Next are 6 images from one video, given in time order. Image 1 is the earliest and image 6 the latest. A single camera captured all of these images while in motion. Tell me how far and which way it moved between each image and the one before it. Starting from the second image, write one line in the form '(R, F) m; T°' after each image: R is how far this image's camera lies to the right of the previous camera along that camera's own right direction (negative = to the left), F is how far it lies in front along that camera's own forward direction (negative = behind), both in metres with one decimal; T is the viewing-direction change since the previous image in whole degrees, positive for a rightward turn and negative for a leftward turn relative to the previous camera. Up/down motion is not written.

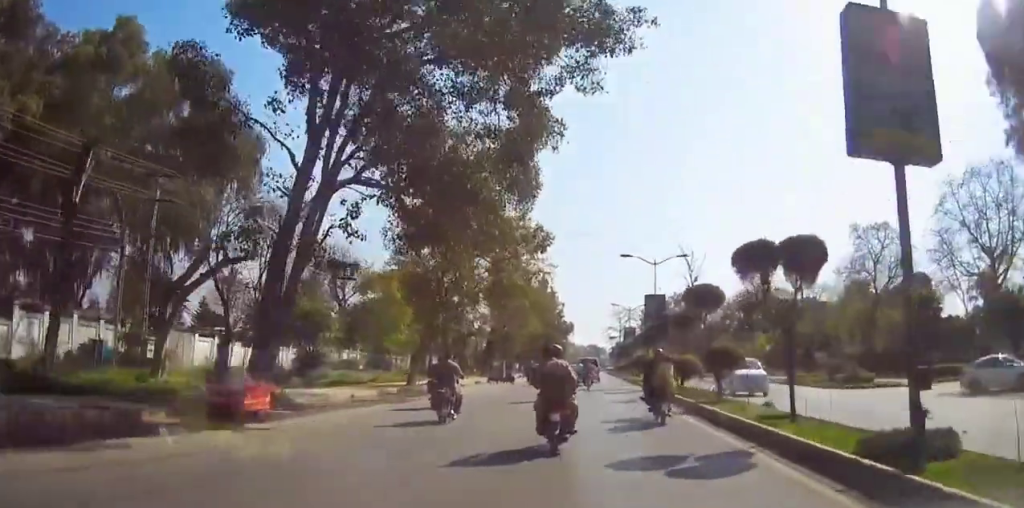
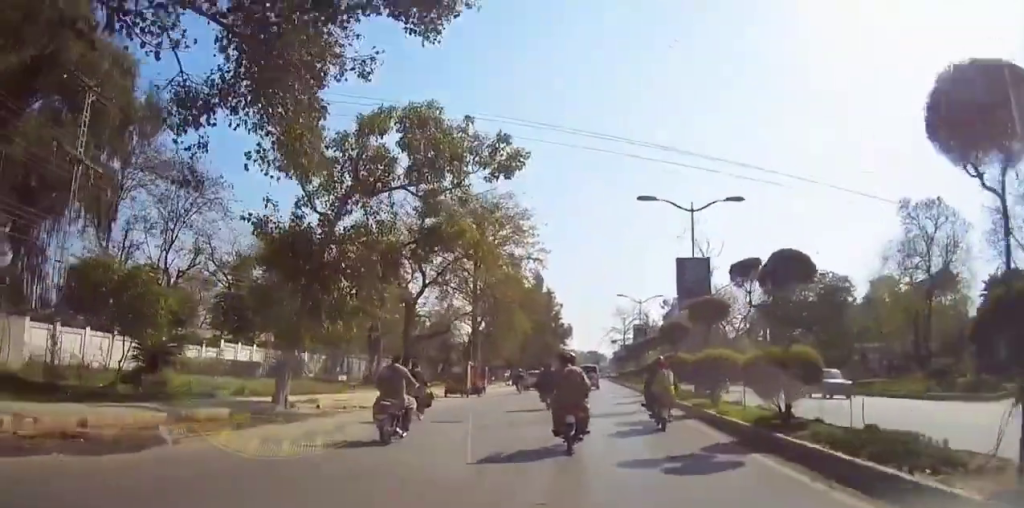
(-0.9, +11.9) m; -1°
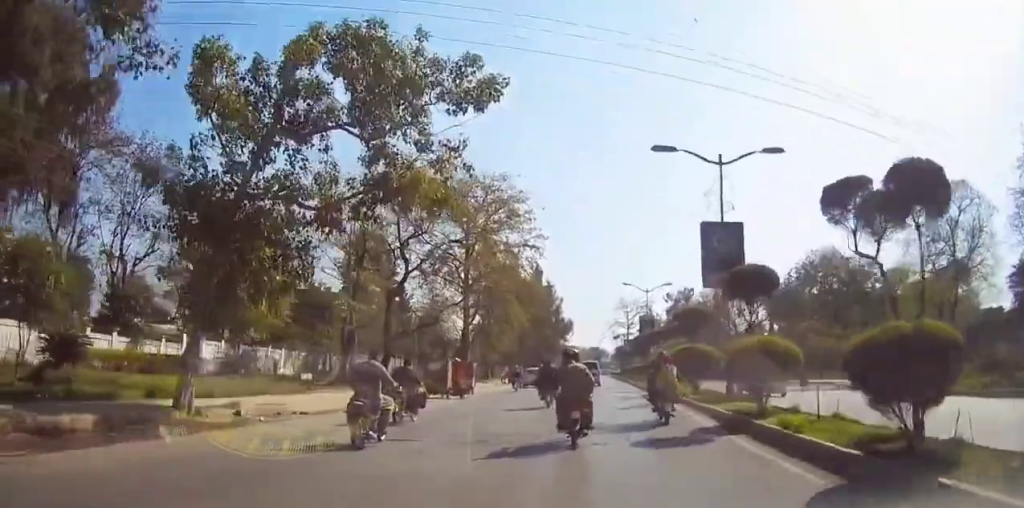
(+0.5, +5.7) m; +2°
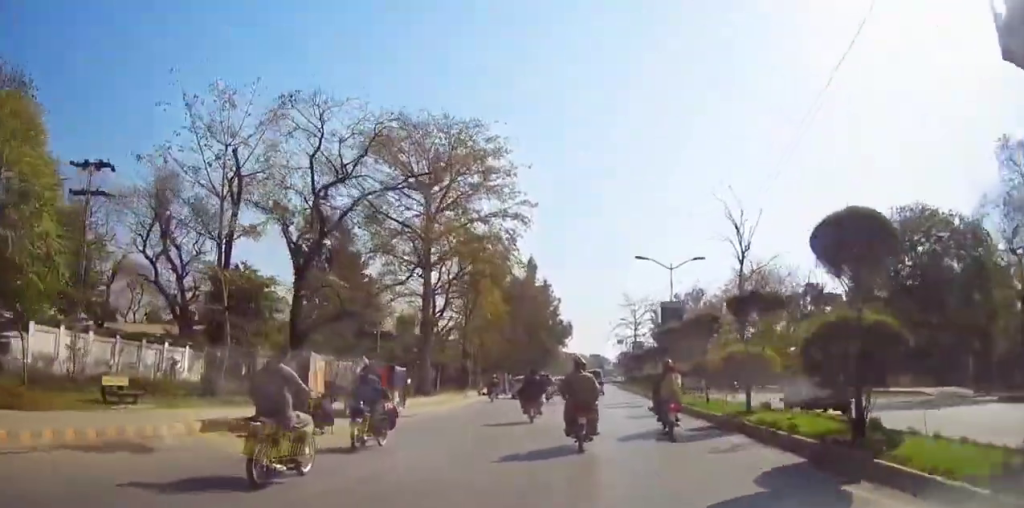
(+0.5, +16.0) m; -1°
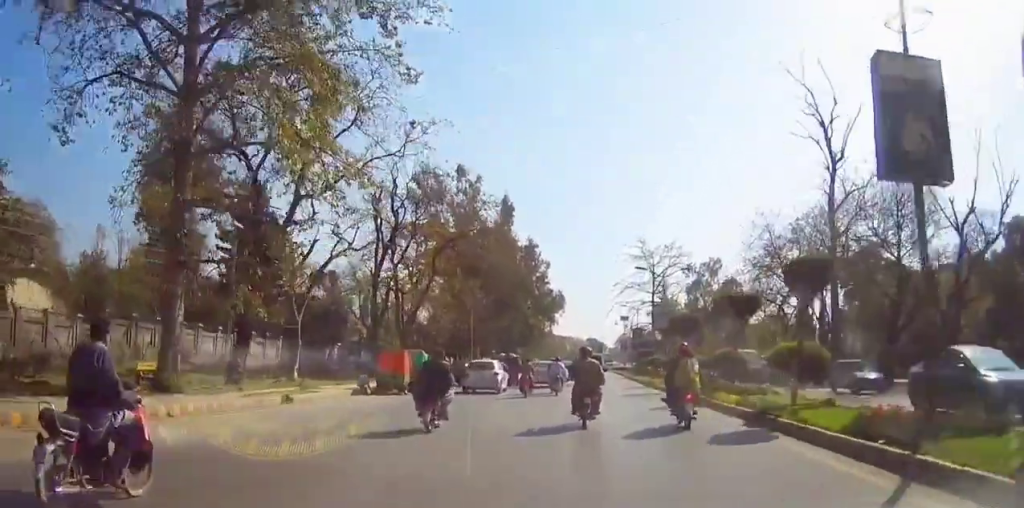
(-0.2, +29.4) m; +1°
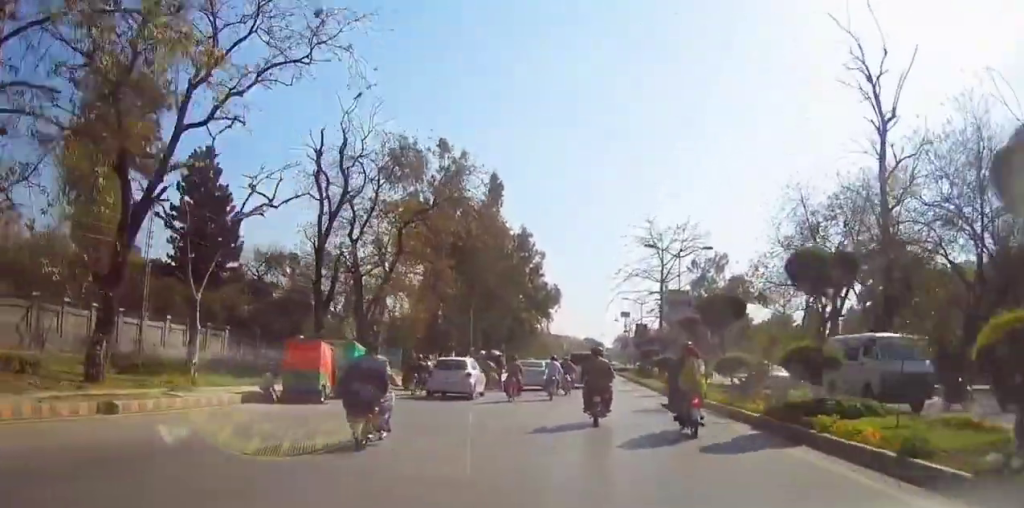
(0.0, +8.8) m; 0°
